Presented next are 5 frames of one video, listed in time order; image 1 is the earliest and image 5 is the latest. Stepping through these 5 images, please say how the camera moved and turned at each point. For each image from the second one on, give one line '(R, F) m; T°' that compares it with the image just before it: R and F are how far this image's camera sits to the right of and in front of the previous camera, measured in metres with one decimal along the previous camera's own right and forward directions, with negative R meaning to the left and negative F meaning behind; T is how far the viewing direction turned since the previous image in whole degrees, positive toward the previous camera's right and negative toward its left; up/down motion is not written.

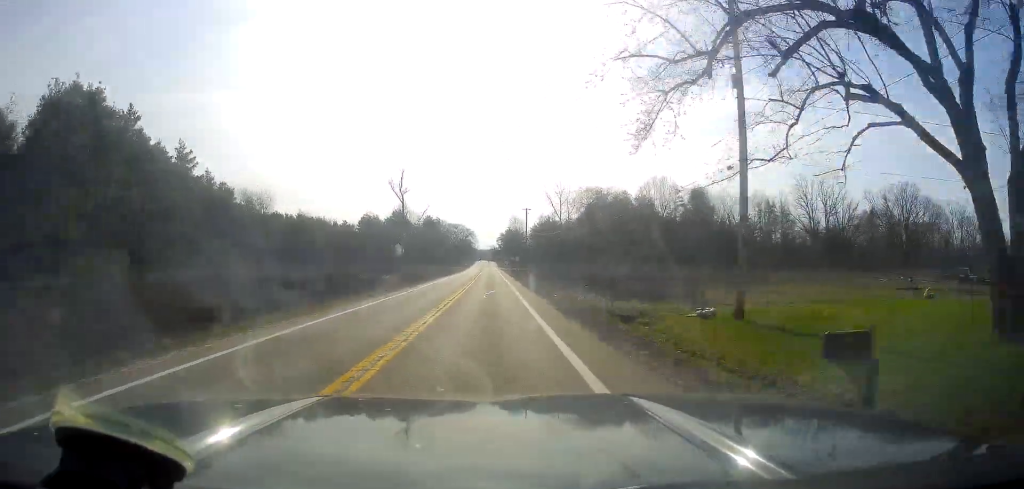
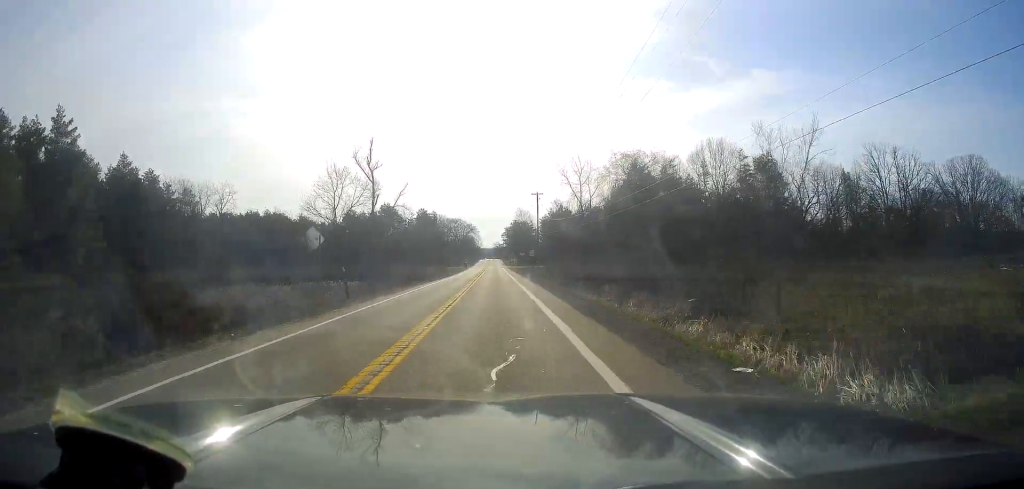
(-1.1, +26.7) m; -1°
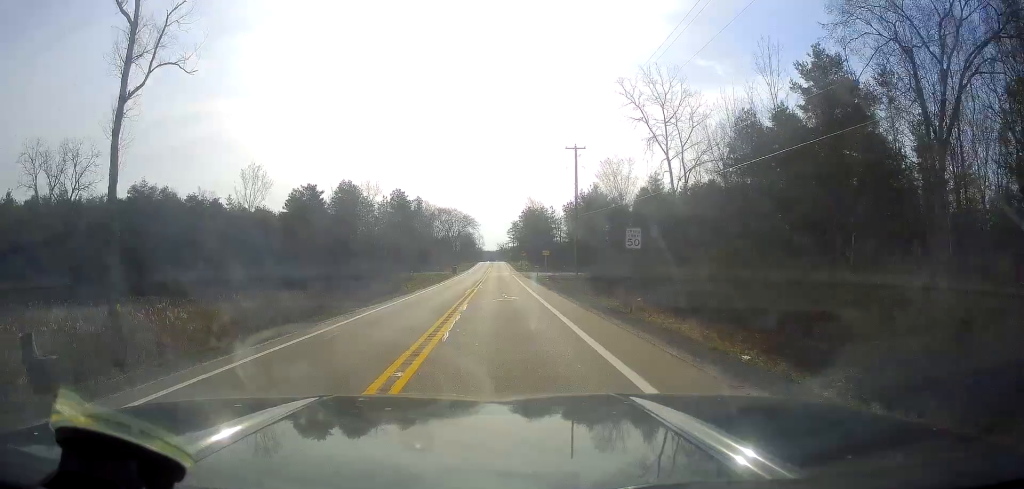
(+0.8, +52.2) m; +1°
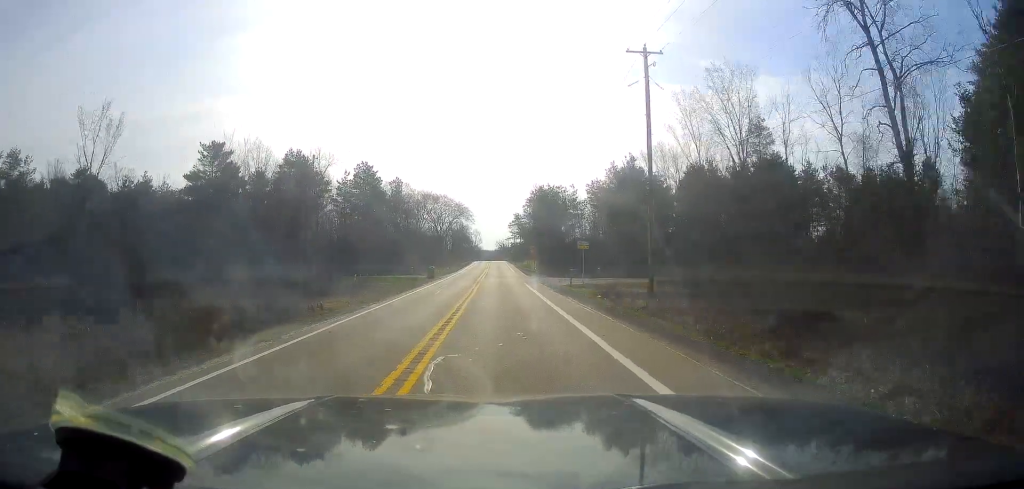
(+0.1, +33.3) m; +1°
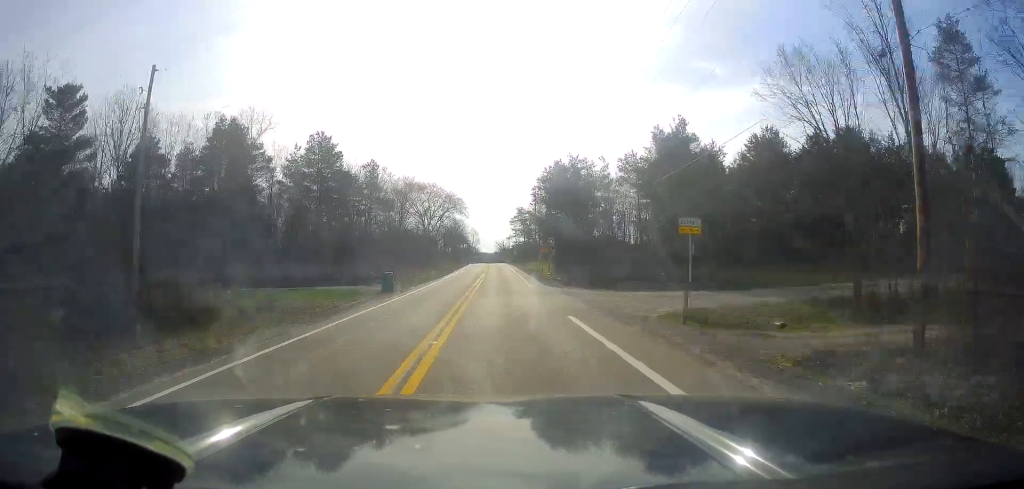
(+0.1, +24.8) m; 0°
